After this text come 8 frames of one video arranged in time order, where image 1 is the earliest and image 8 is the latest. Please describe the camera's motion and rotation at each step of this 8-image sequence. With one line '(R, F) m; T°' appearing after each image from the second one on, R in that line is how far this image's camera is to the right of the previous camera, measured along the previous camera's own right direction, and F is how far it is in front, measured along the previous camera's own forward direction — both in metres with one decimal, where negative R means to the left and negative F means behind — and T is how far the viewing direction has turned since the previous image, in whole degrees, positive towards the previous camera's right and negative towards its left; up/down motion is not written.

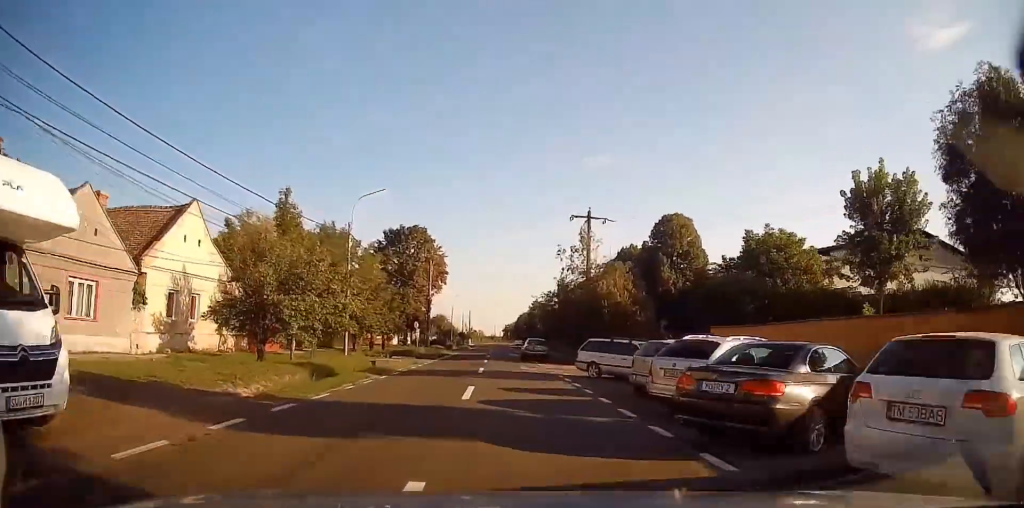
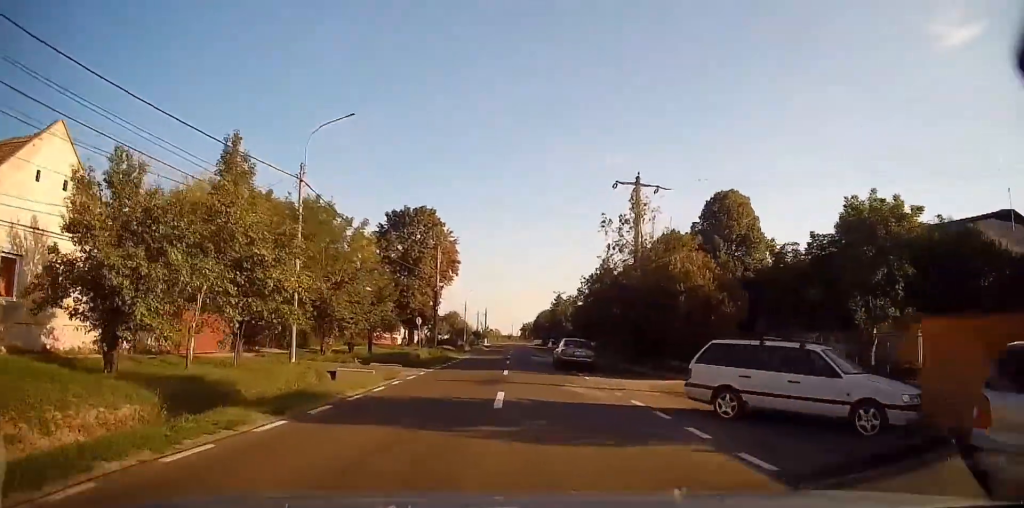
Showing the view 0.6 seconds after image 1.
(+0.1, +9.8) m; -1°
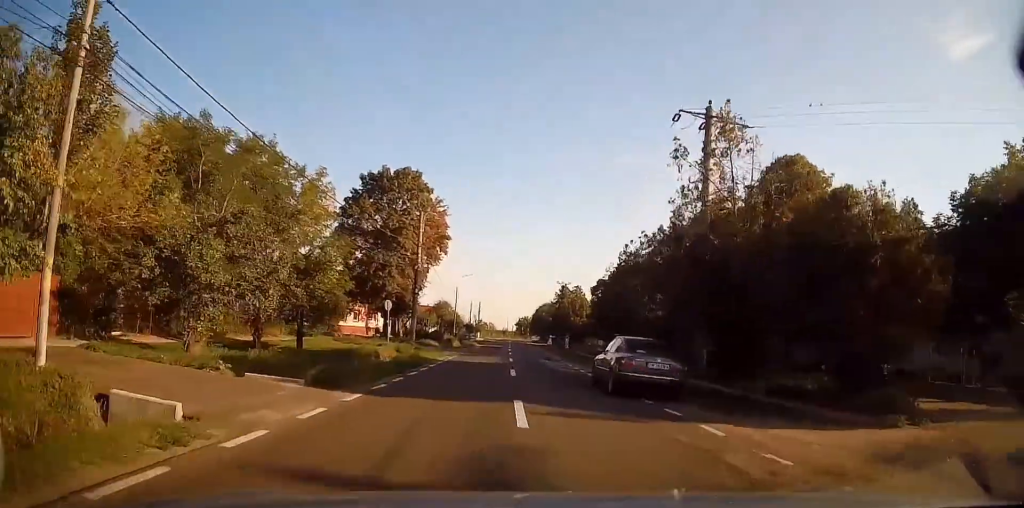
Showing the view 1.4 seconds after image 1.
(-0.3, +11.4) m; 0°
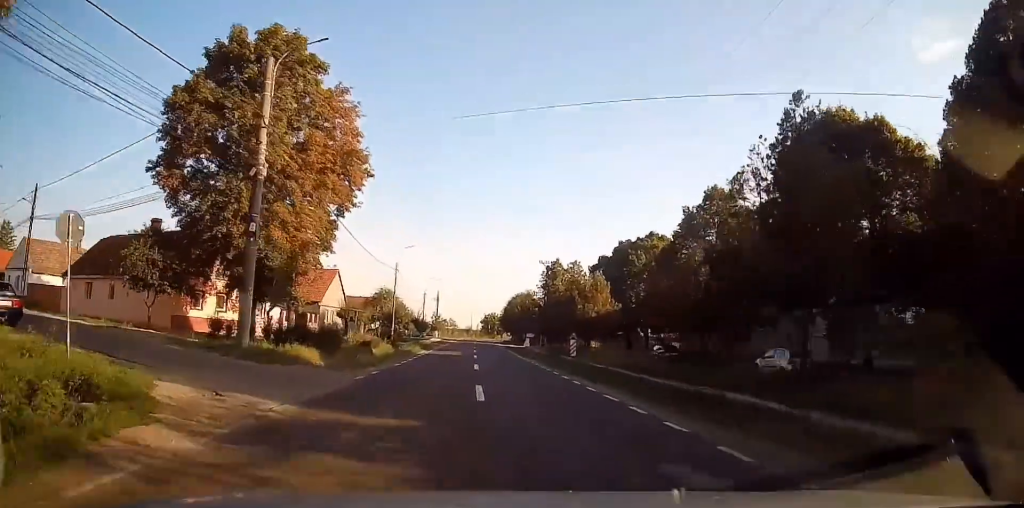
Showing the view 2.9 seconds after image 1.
(+0.7, +24.1) m; +3°
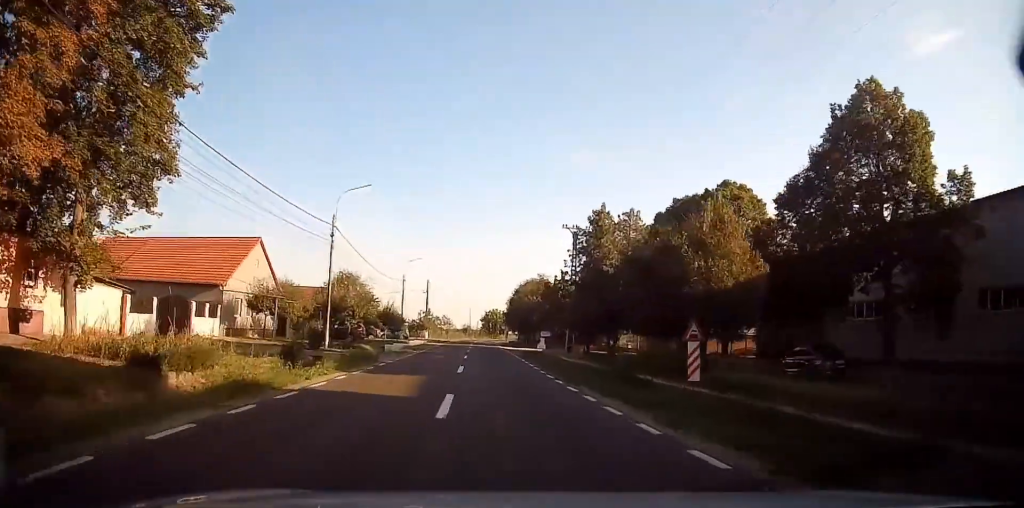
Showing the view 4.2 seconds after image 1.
(0.0, +20.6) m; 0°
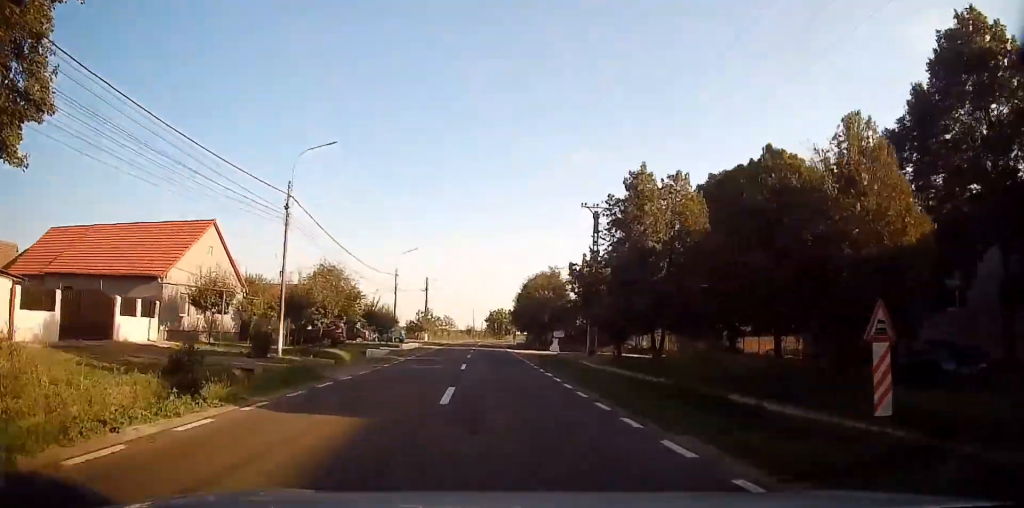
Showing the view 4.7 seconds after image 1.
(0.0, +7.4) m; 0°
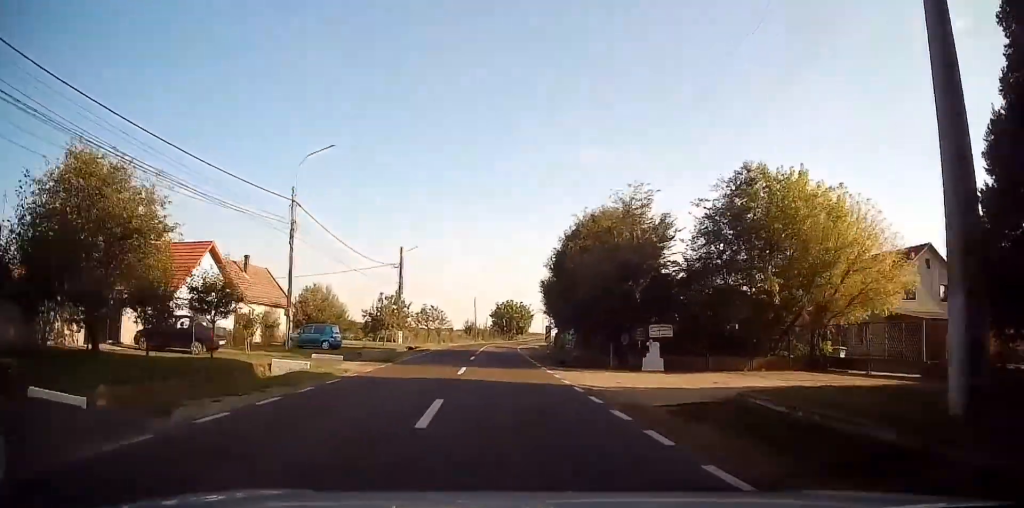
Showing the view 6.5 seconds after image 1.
(0.0, +29.2) m; 0°
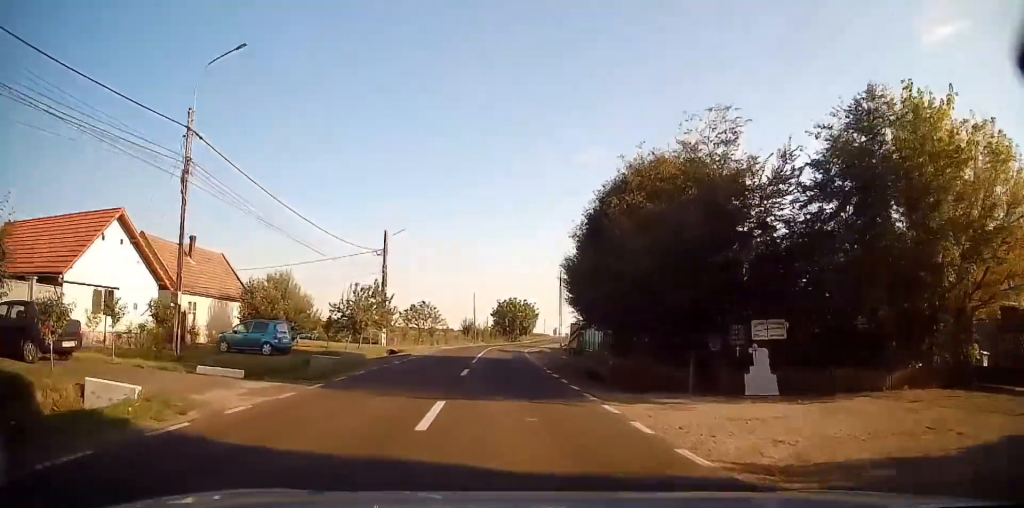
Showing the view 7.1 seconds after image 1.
(0.0, +9.2) m; 0°
